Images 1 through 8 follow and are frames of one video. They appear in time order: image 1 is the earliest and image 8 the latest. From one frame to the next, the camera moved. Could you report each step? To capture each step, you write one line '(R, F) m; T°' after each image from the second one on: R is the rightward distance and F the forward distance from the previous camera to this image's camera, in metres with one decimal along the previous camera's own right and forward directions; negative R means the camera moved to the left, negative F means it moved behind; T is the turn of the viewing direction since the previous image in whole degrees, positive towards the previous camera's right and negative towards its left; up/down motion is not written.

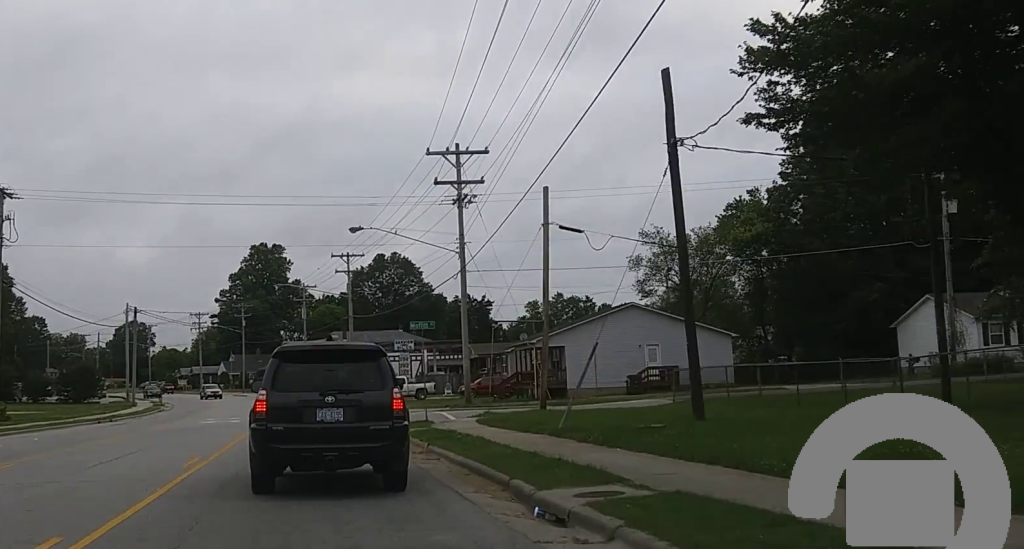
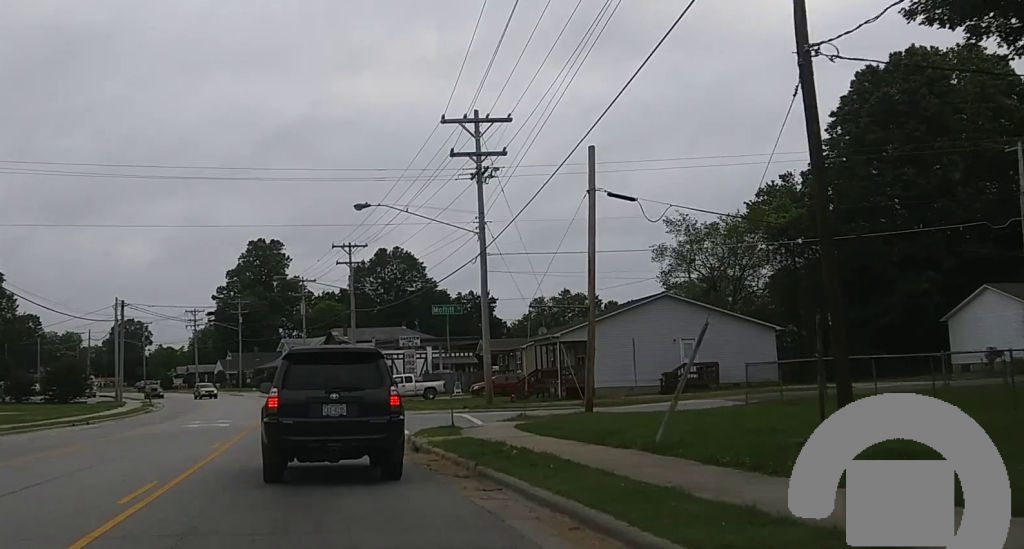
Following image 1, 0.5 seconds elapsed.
(0.0, +5.0) m; 0°
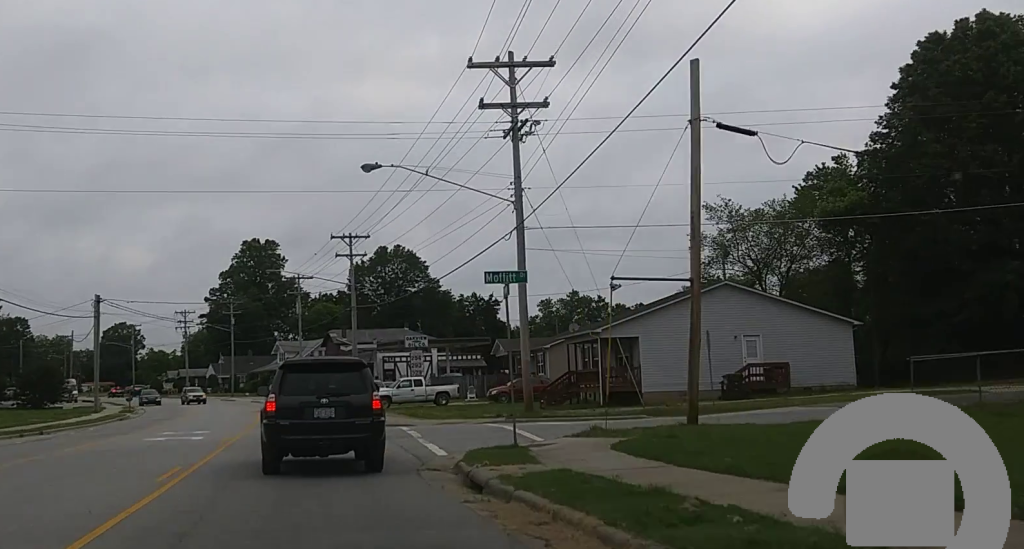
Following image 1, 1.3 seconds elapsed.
(0.0, +7.7) m; 0°
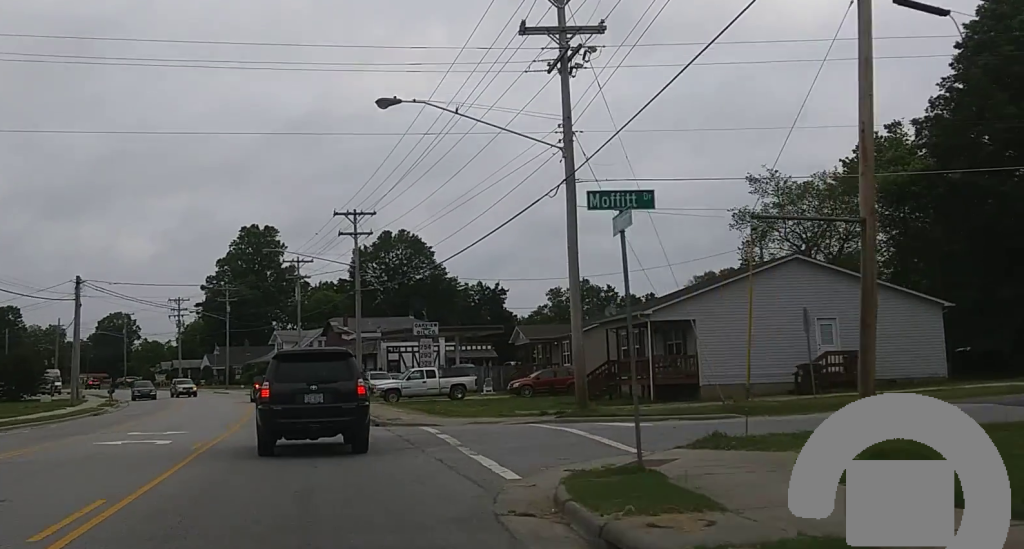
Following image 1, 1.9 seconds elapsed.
(0.0, +6.2) m; 0°
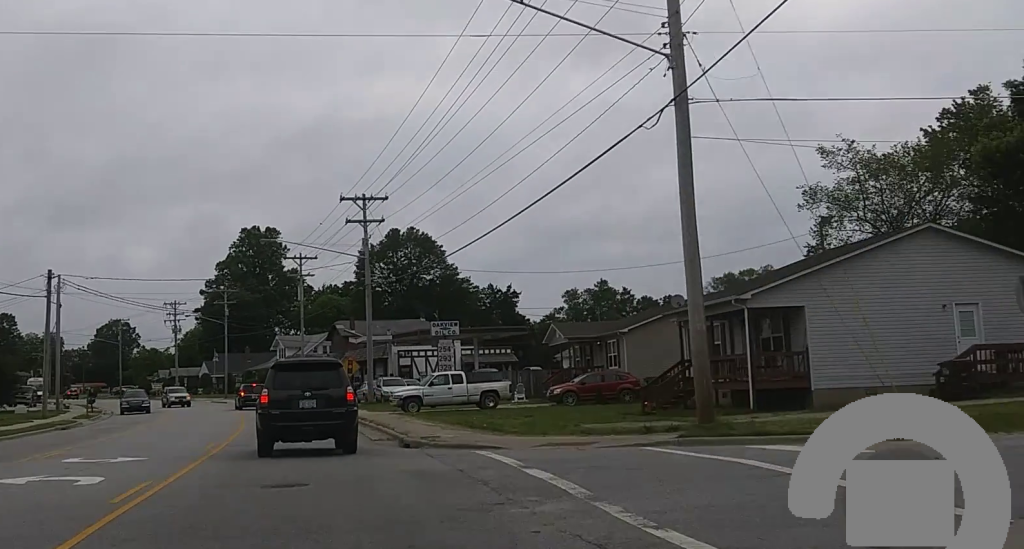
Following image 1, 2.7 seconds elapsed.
(0.0, +9.6) m; 0°
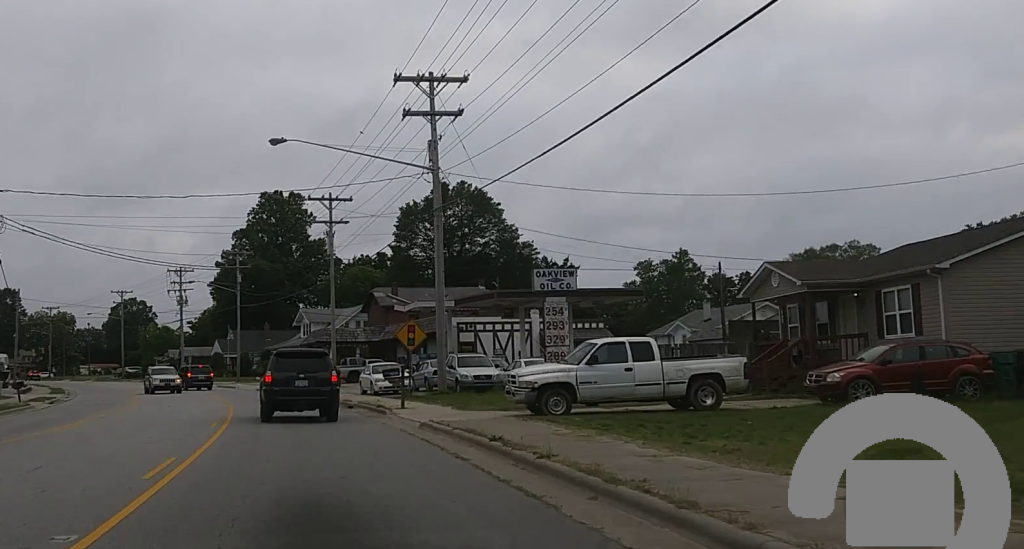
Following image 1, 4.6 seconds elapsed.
(0.0, +27.0) m; 0°
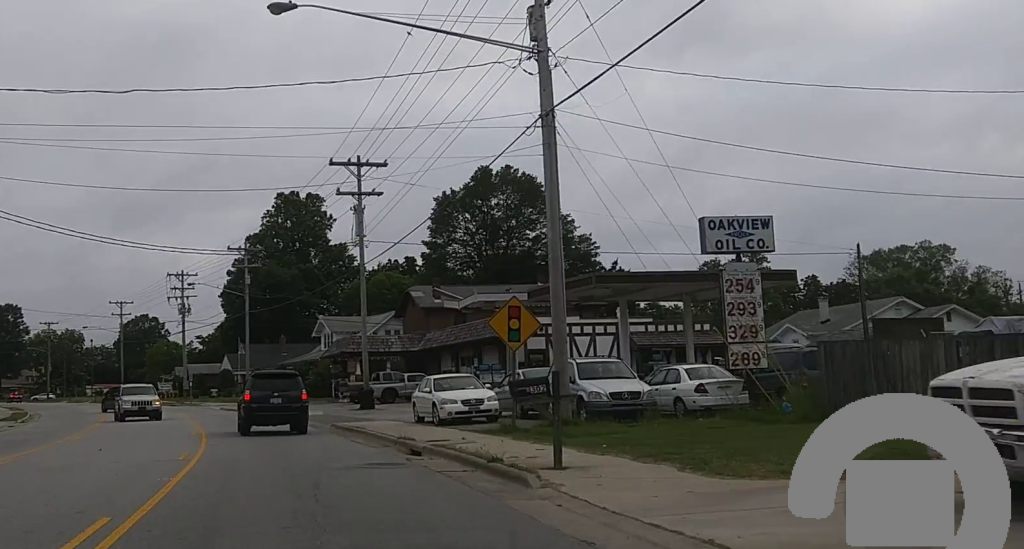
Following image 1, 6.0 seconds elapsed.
(0.0, +19.4) m; 0°
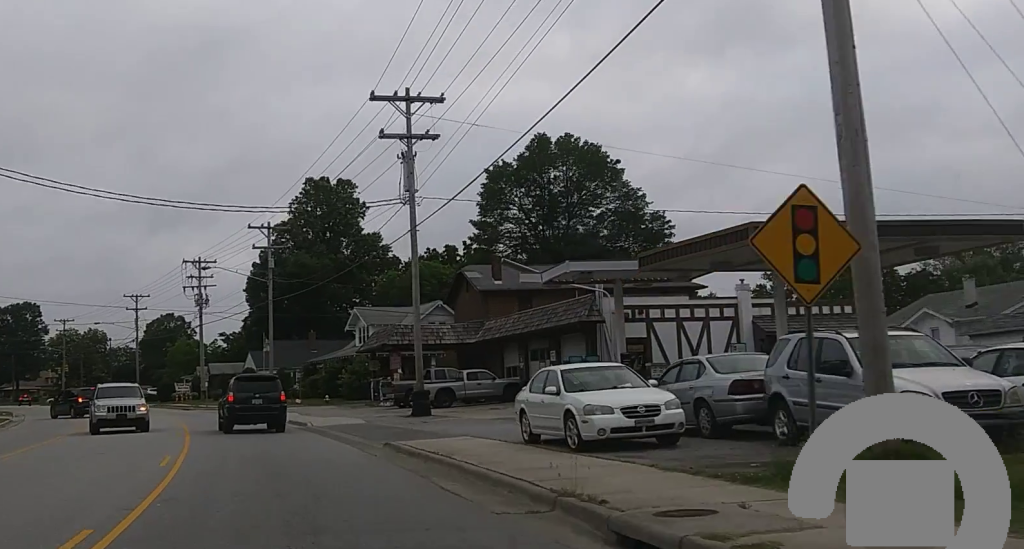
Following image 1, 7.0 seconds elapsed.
(0.0, +13.3) m; -2°
